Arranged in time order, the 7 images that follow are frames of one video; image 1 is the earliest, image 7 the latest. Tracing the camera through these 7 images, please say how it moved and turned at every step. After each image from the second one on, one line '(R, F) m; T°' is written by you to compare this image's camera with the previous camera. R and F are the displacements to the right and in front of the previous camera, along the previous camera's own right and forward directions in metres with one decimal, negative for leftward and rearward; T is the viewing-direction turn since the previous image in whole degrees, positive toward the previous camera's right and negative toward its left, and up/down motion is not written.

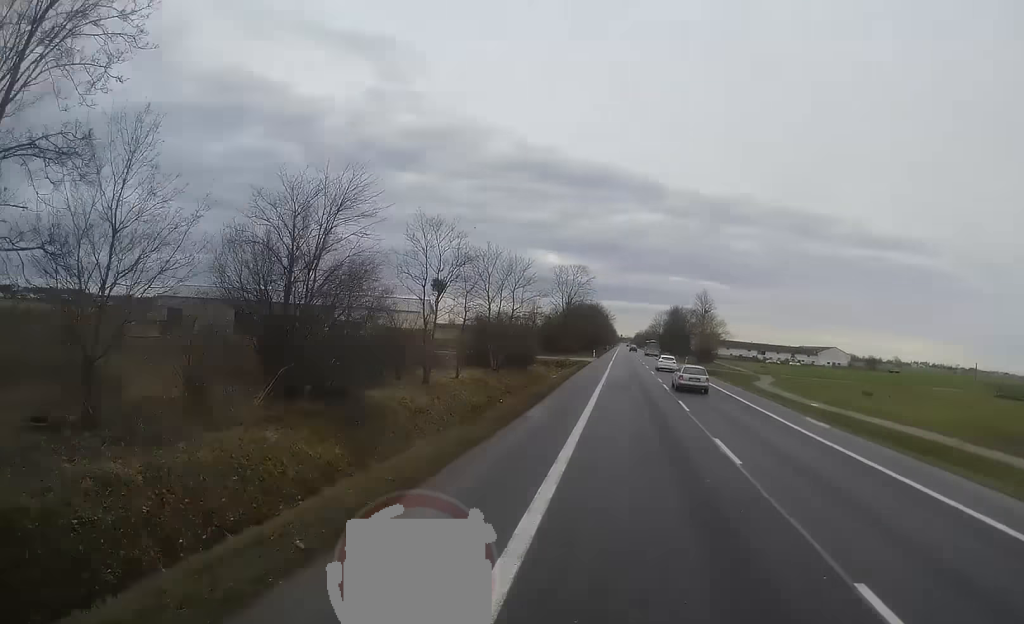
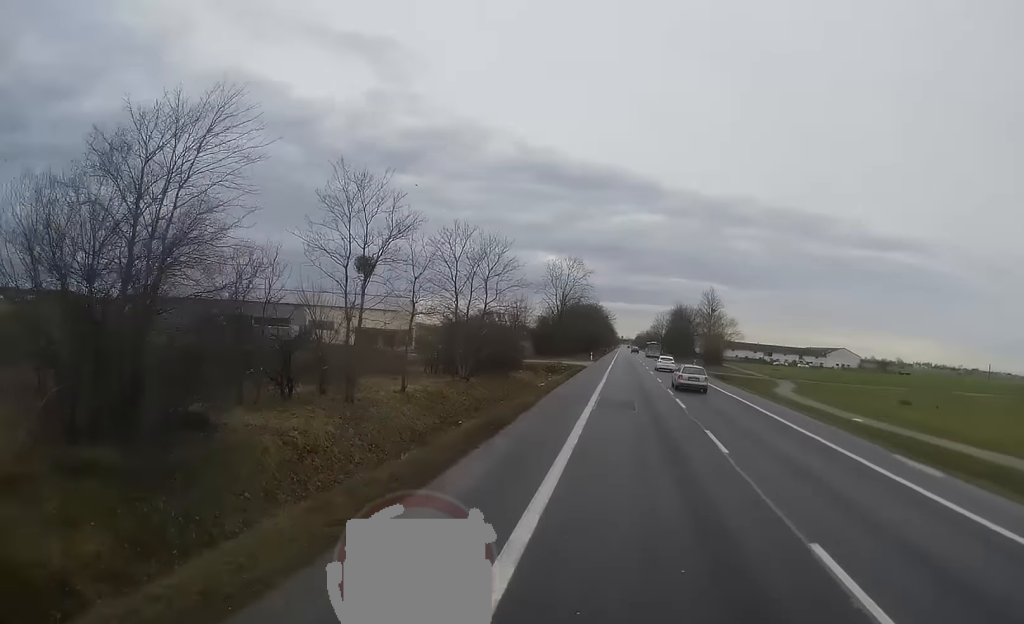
(+0.1, +9.9) m; 0°
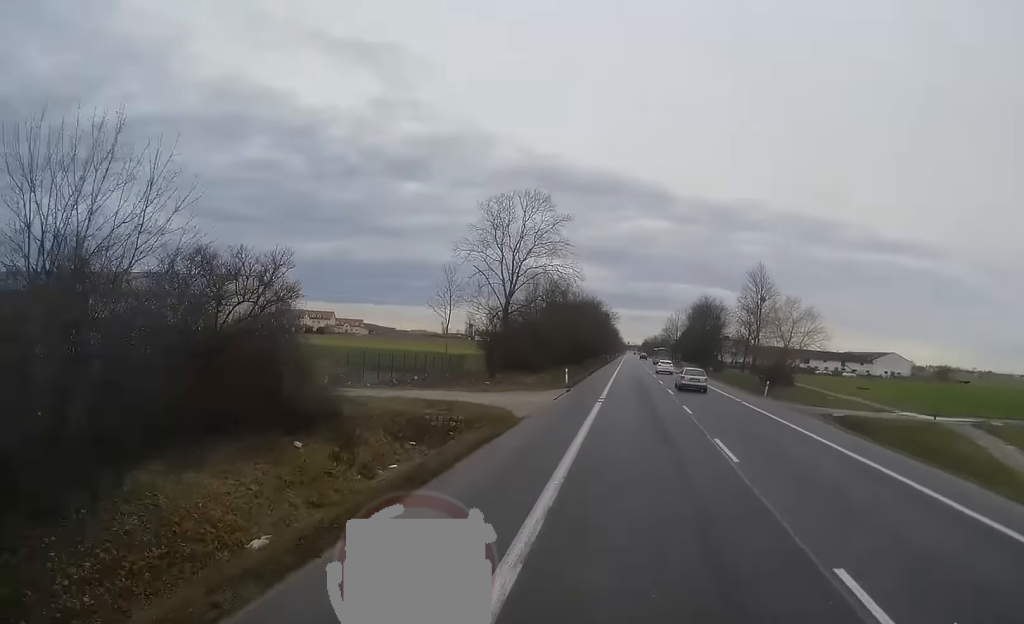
(+0.1, +43.8) m; 0°
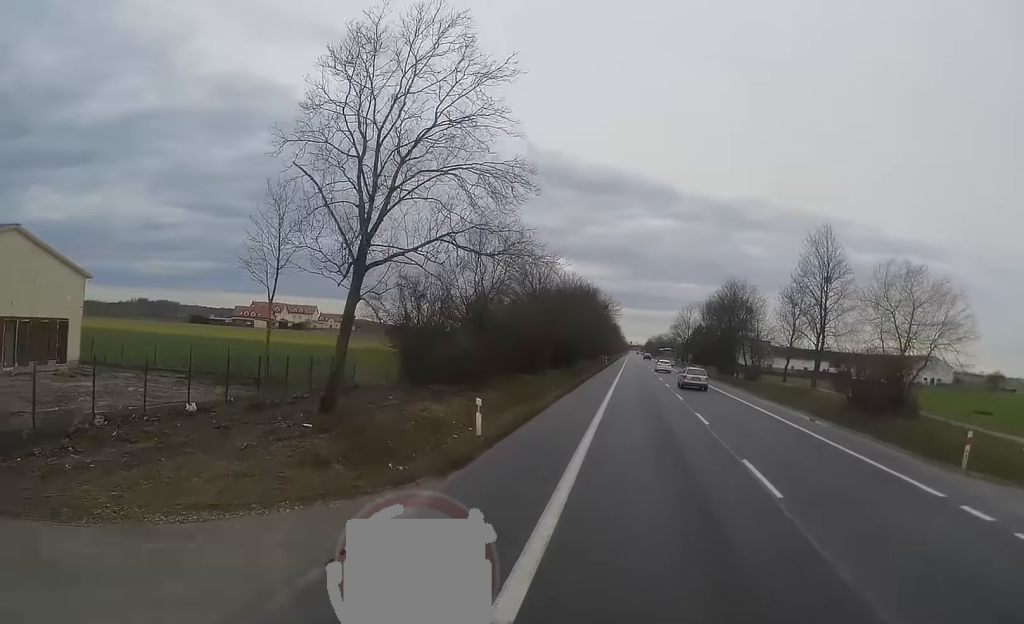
(-0.1, +27.2) m; 0°
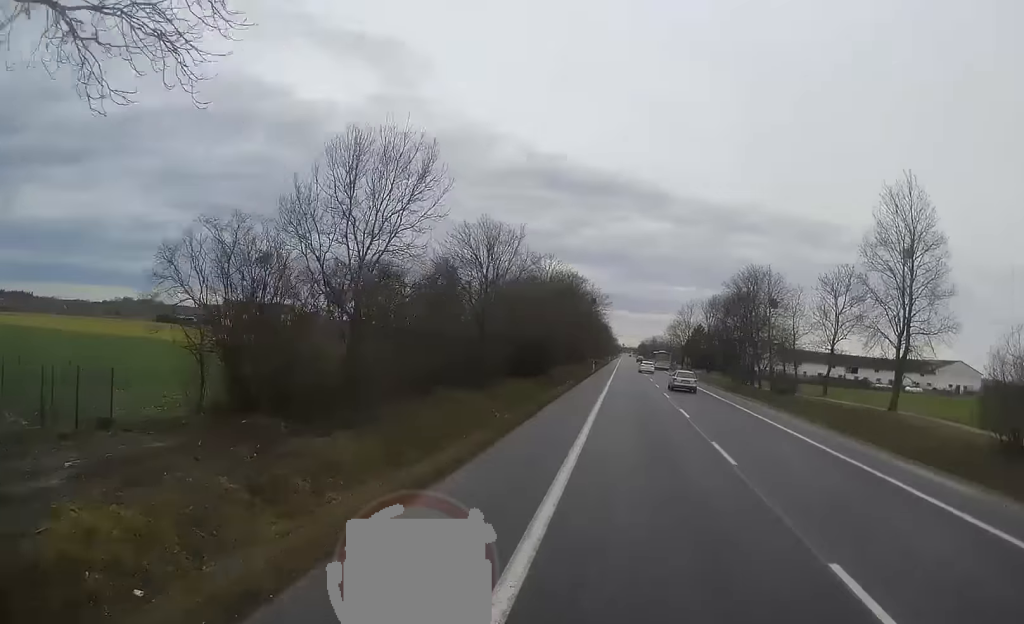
(0.0, +20.5) m; 0°
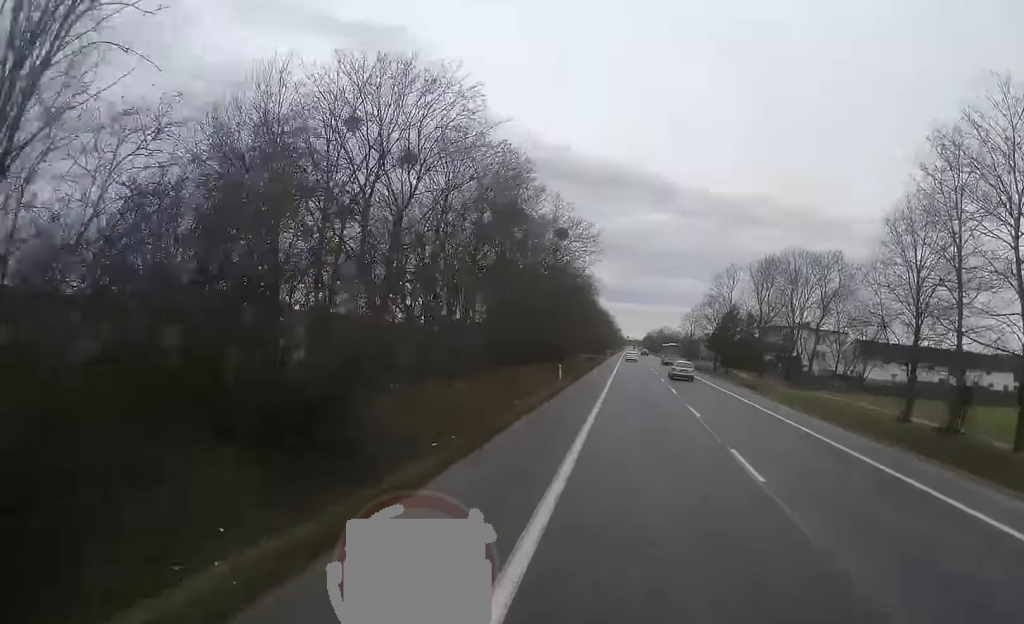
(+0.1, +50.4) m; 0°
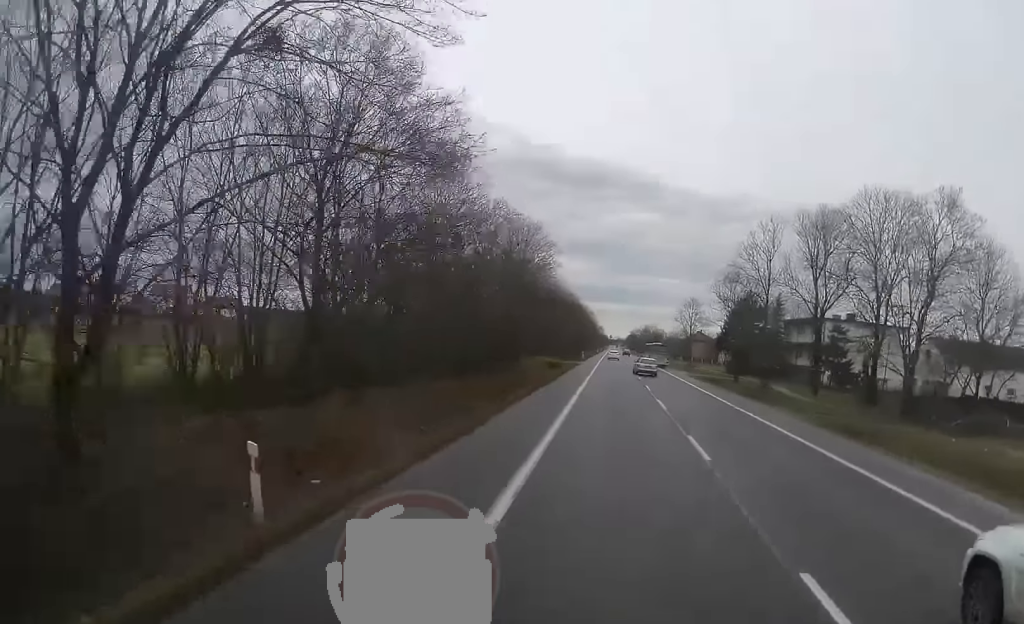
(-0.2, +33.9) m; 0°
